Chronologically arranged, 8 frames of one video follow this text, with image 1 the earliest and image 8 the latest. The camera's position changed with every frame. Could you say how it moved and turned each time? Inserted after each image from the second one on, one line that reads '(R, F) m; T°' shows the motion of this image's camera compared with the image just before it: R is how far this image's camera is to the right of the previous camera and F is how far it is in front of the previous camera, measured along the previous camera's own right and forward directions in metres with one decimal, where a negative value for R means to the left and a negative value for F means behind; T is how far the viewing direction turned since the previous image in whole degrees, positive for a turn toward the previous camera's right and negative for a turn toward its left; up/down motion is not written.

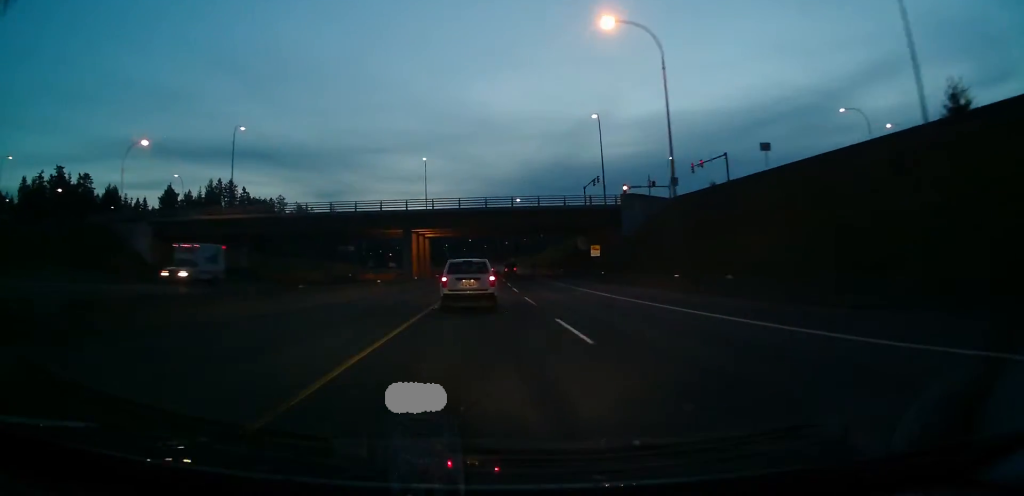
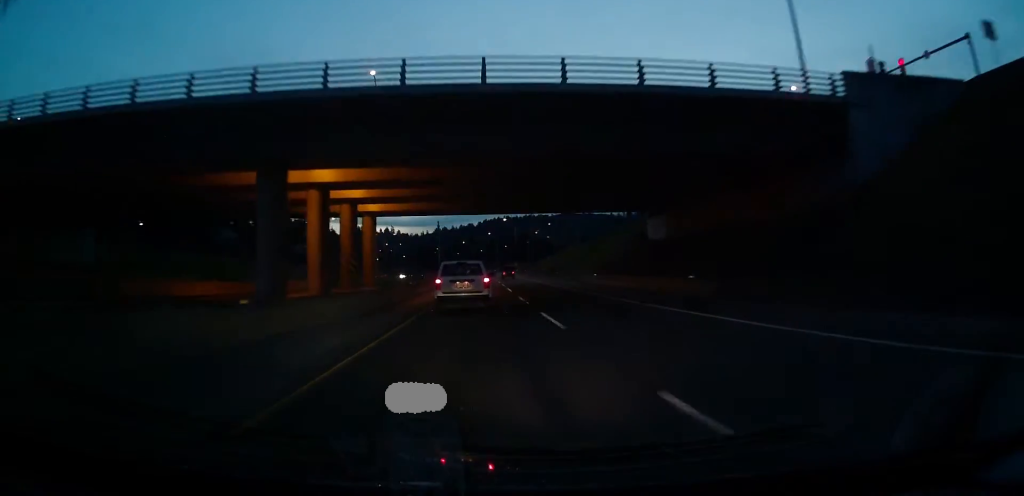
(+0.5, +47.9) m; +1°
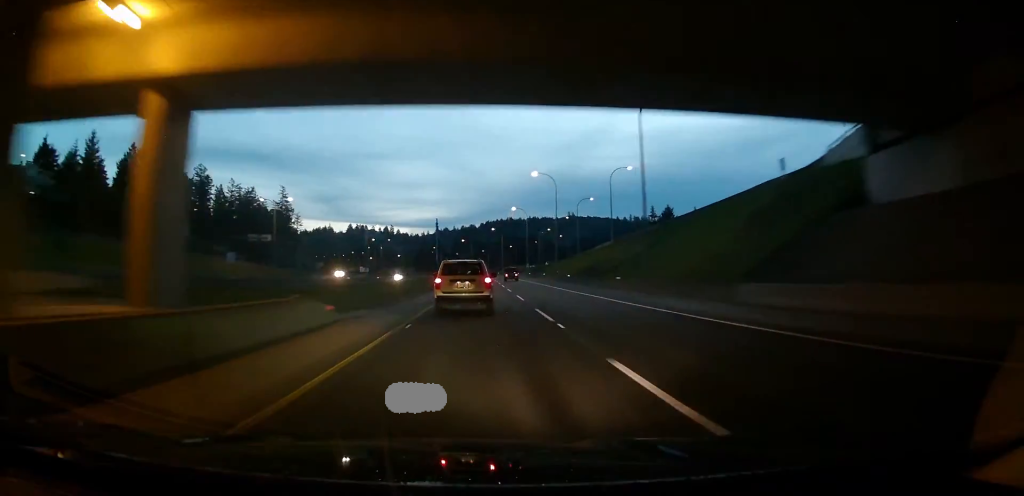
(0.0, +36.1) m; 0°
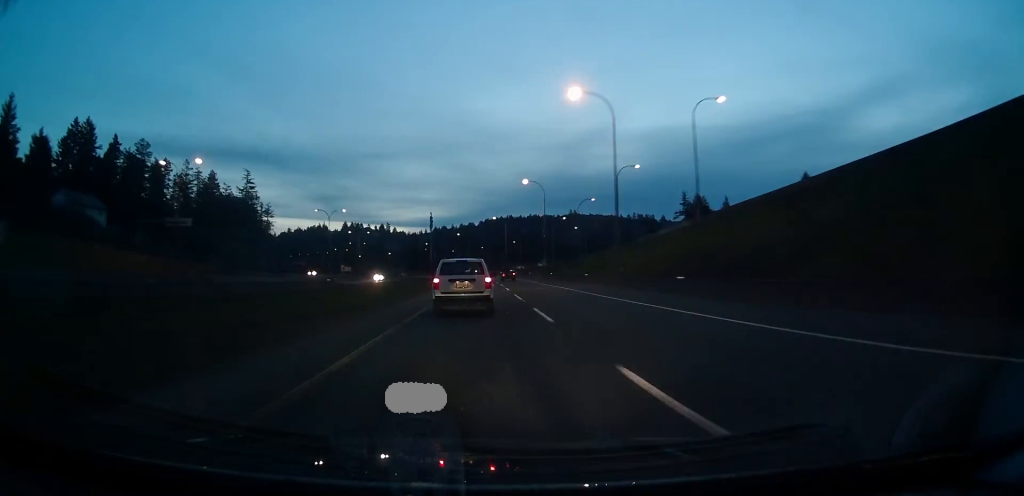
(+0.1, +38.4) m; +1°
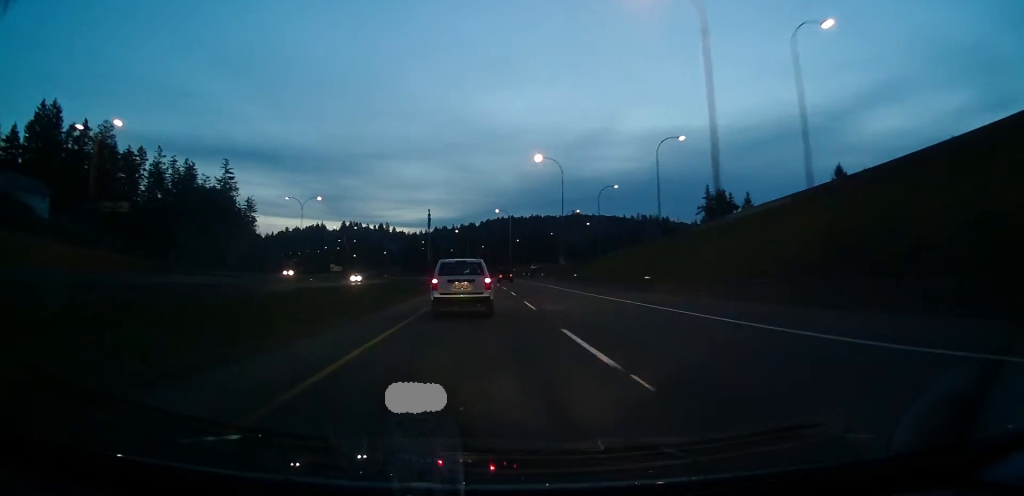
(0.0, +19.6) m; 0°
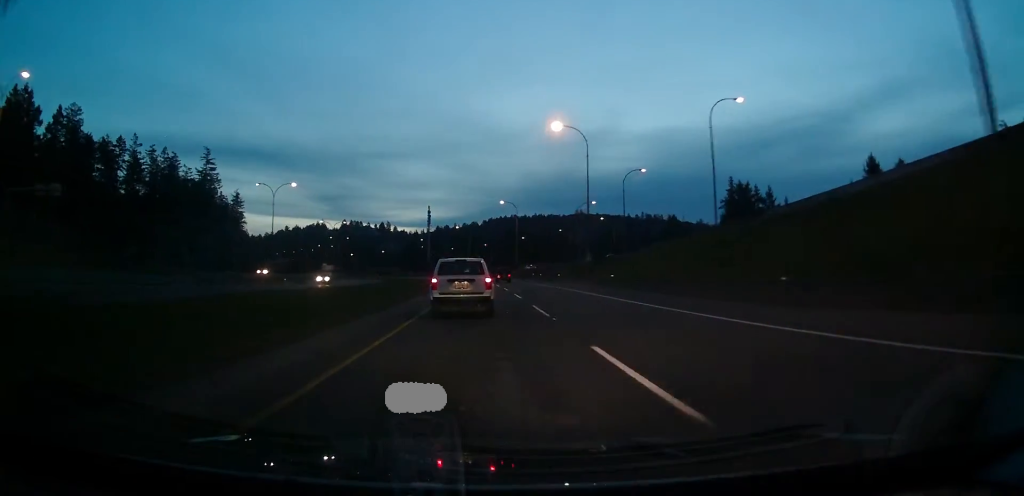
(0.0, +15.6) m; 0°
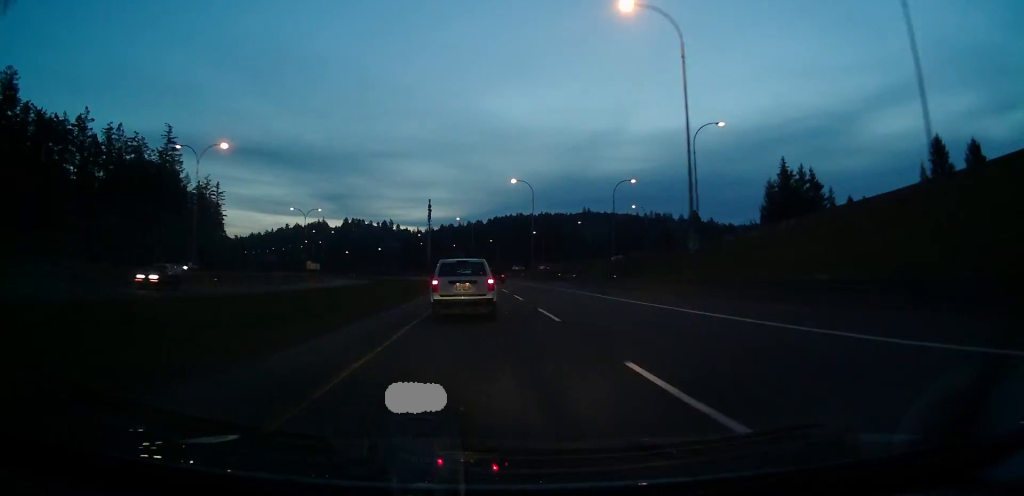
(0.0, +27.1) m; 0°
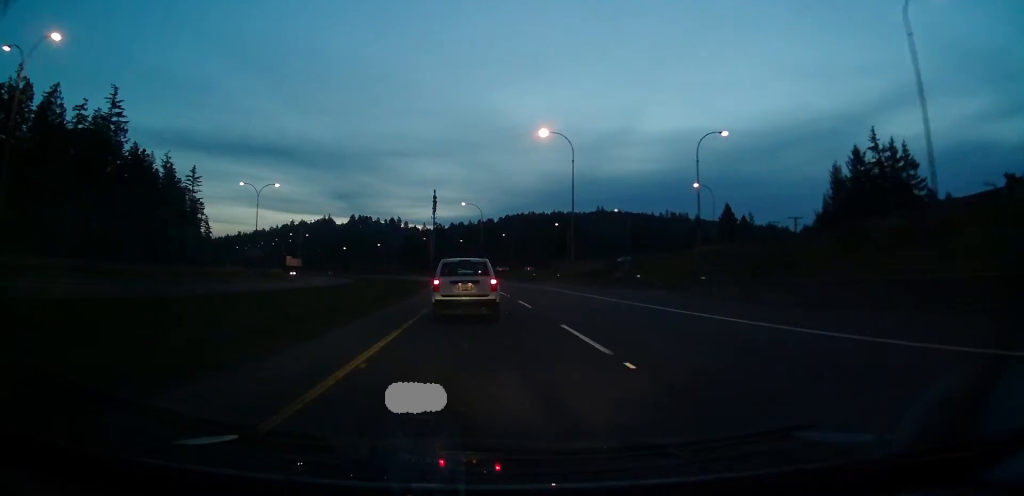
(-0.1, +31.4) m; -1°
